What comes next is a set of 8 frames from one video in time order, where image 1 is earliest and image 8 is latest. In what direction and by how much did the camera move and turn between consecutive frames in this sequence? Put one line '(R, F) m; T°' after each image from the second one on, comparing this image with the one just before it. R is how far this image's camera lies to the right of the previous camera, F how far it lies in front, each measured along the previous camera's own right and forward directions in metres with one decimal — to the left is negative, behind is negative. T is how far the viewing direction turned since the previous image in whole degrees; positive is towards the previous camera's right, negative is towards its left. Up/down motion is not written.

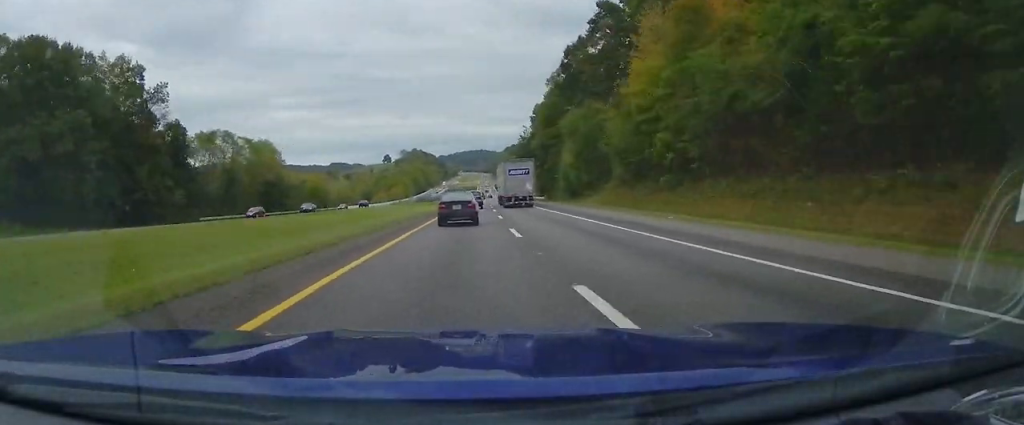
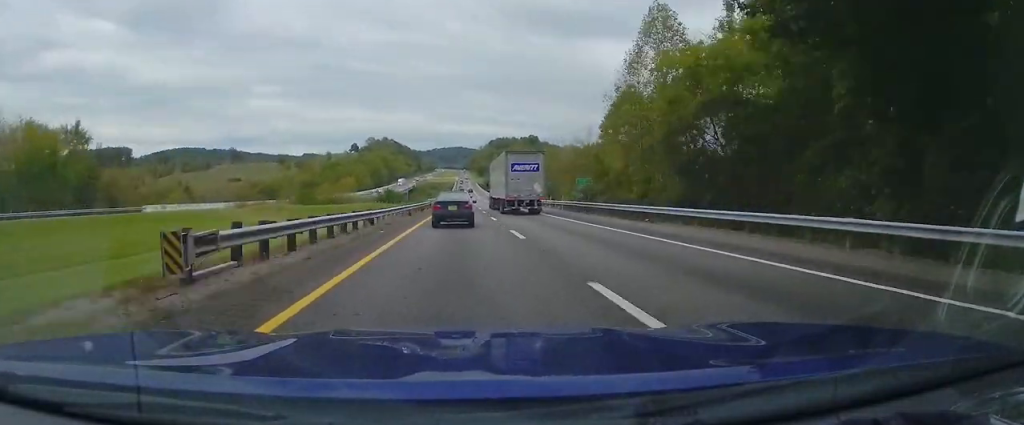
(+3.6, +112.1) m; +1°
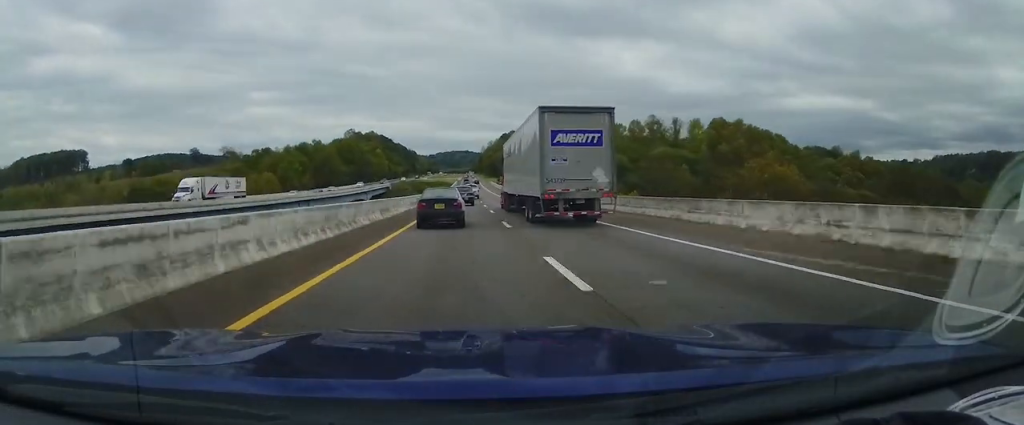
(-1.6, +145.4) m; 0°
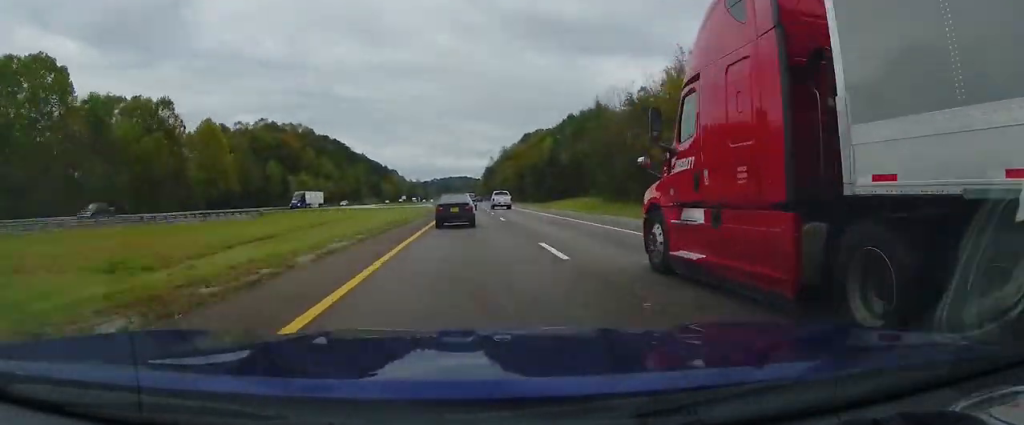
(+0.6, +233.9) m; 0°
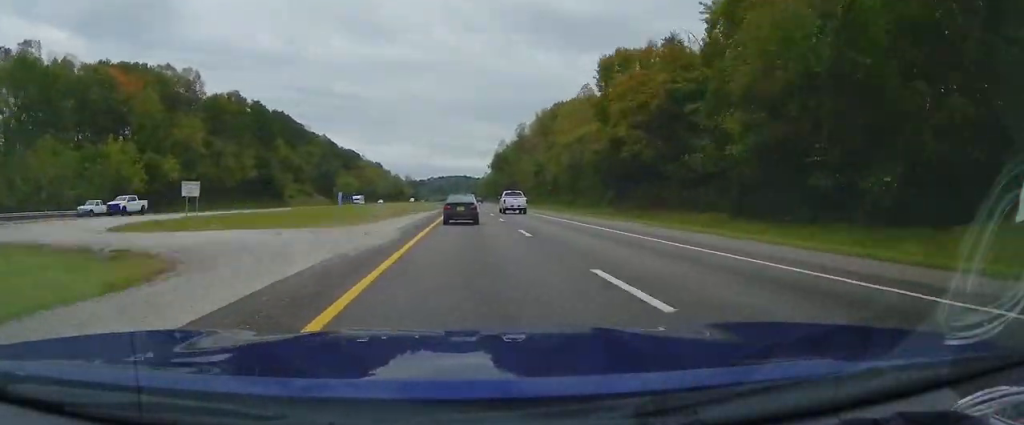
(-0.1, +121.2) m; 0°
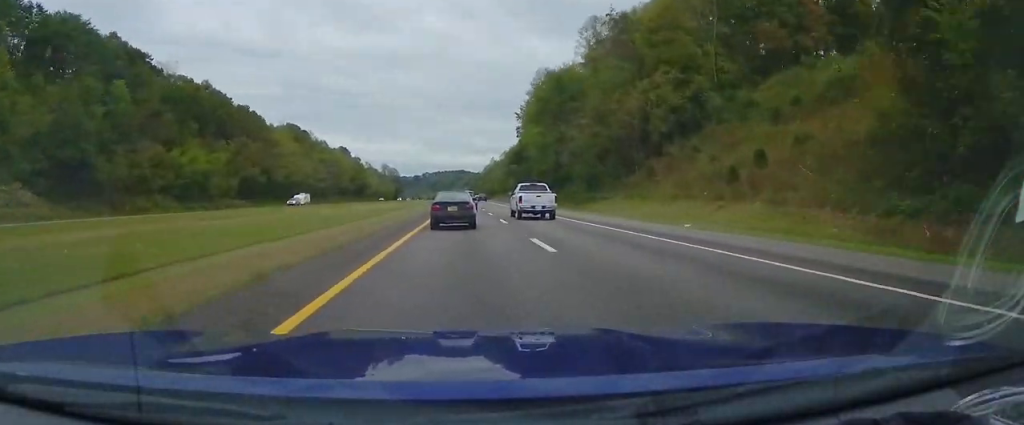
(+0.2, +147.7) m; 0°
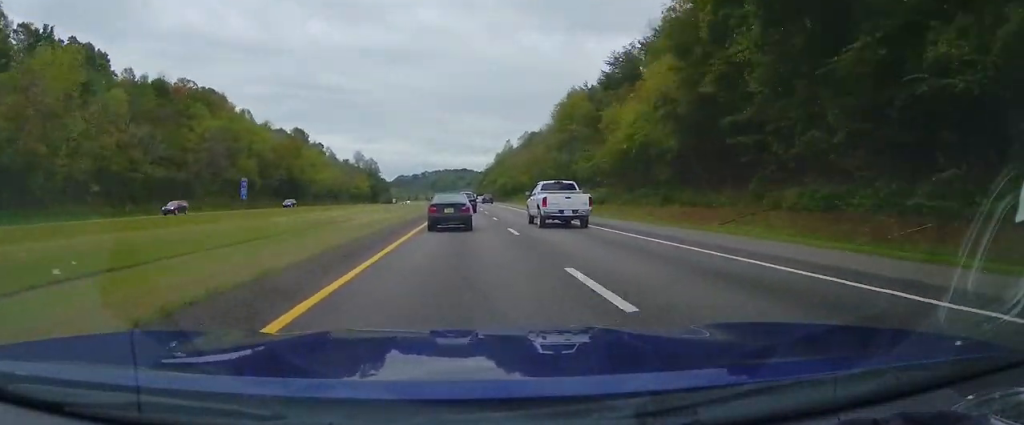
(-0.3, +117.5) m; 0°
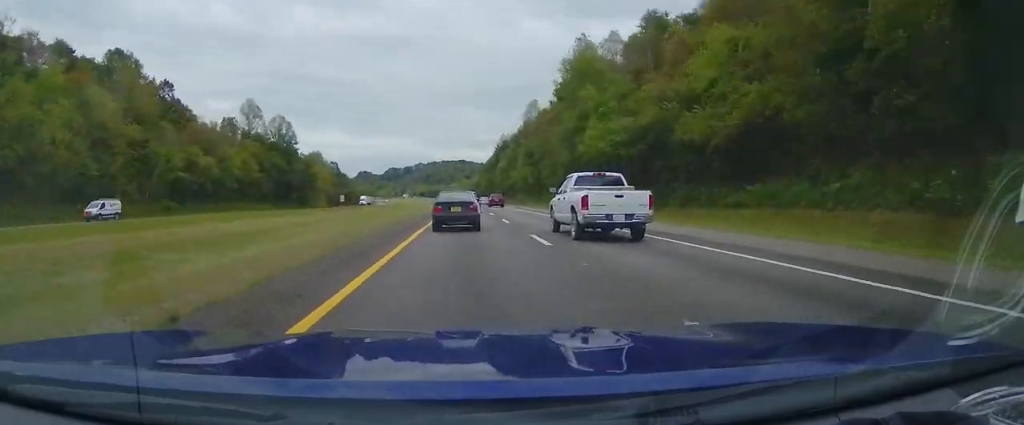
(-0.2, +164.4) m; 0°
